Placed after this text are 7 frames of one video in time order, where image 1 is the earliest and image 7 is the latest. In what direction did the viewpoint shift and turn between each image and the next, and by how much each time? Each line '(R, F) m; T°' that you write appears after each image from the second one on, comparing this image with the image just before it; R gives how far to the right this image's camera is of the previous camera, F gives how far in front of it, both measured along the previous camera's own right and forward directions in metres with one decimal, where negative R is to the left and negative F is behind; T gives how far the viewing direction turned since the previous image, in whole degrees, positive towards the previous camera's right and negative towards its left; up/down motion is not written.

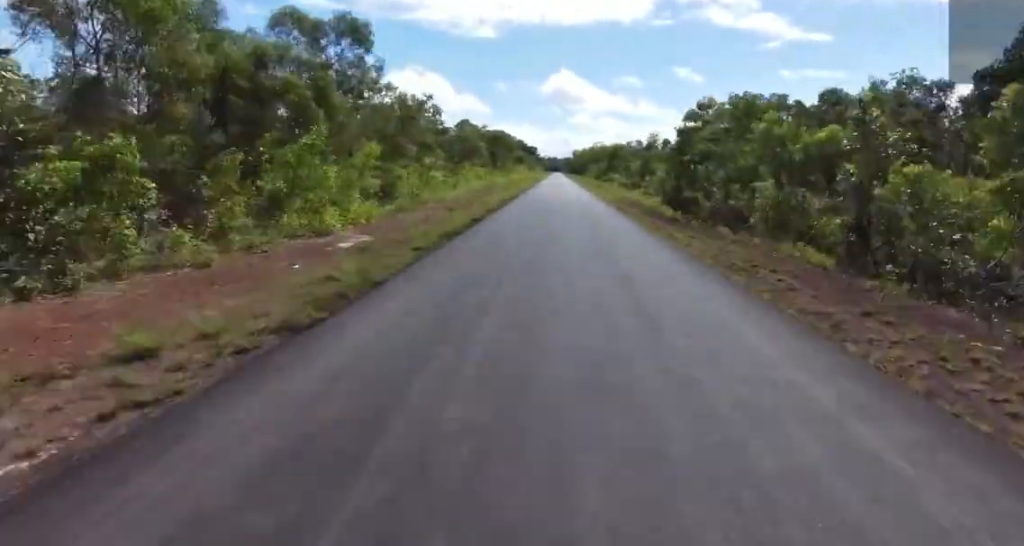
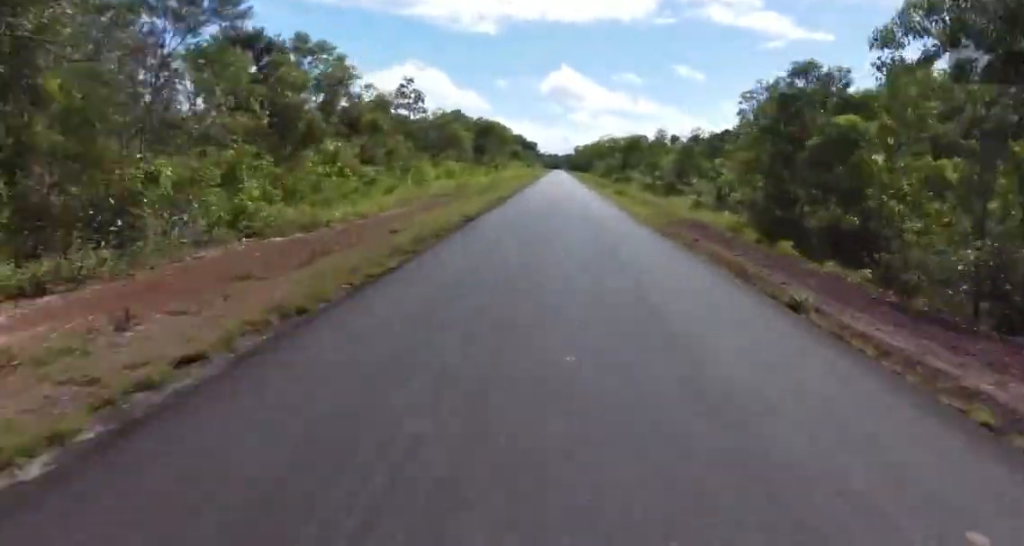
(+0.1, +18.6) m; -1°
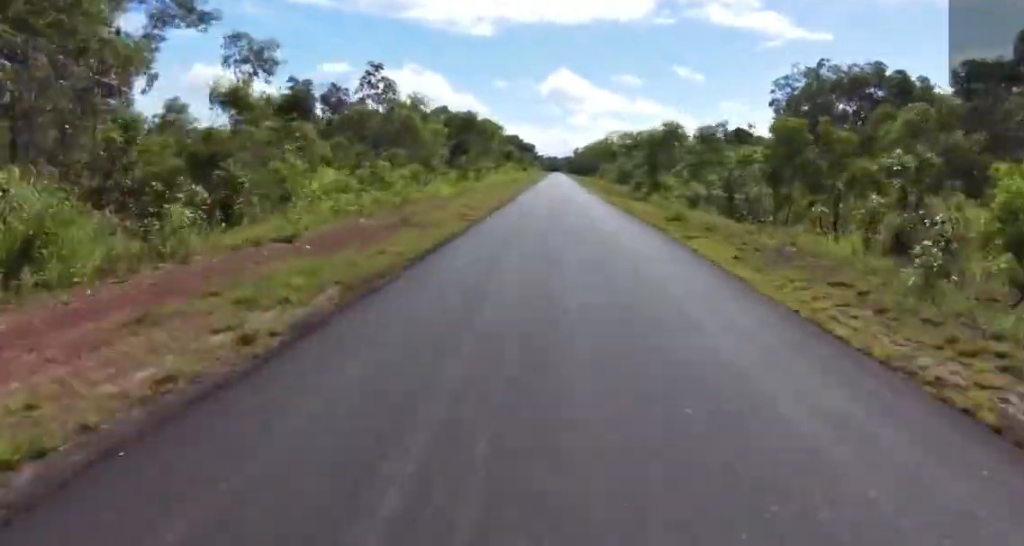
(-1.3, +19.3) m; -2°
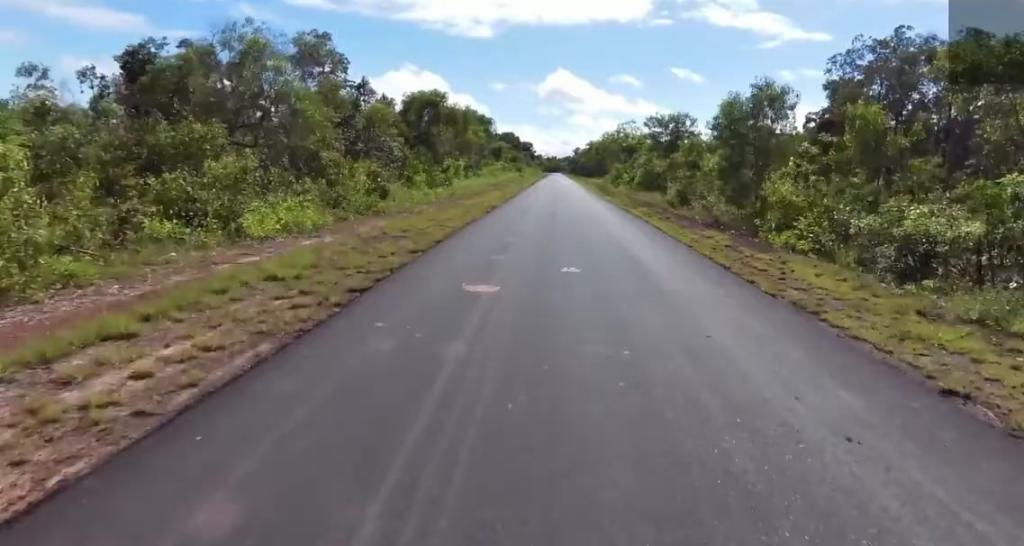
(+0.4, +22.5) m; +1°
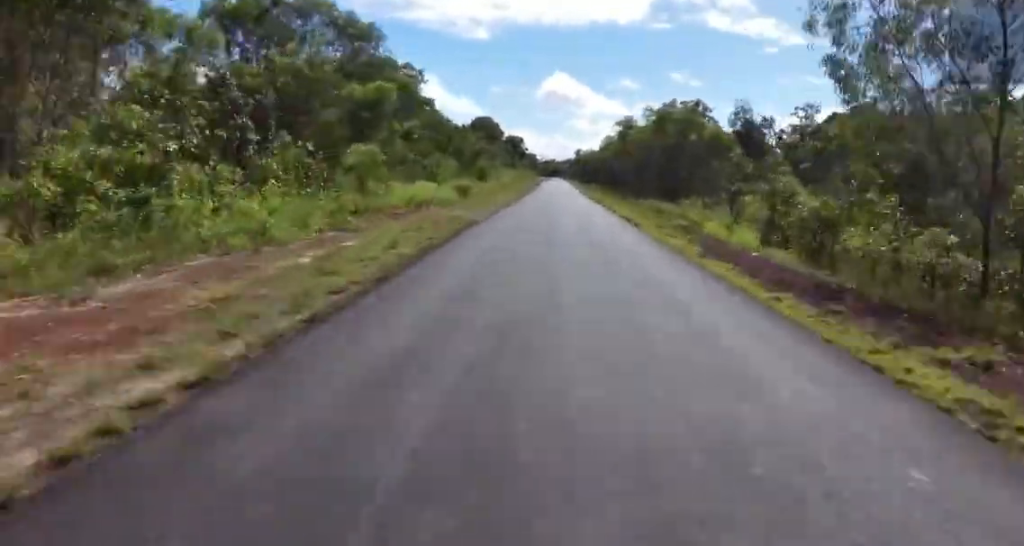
(+0.6, +71.4) m; -1°
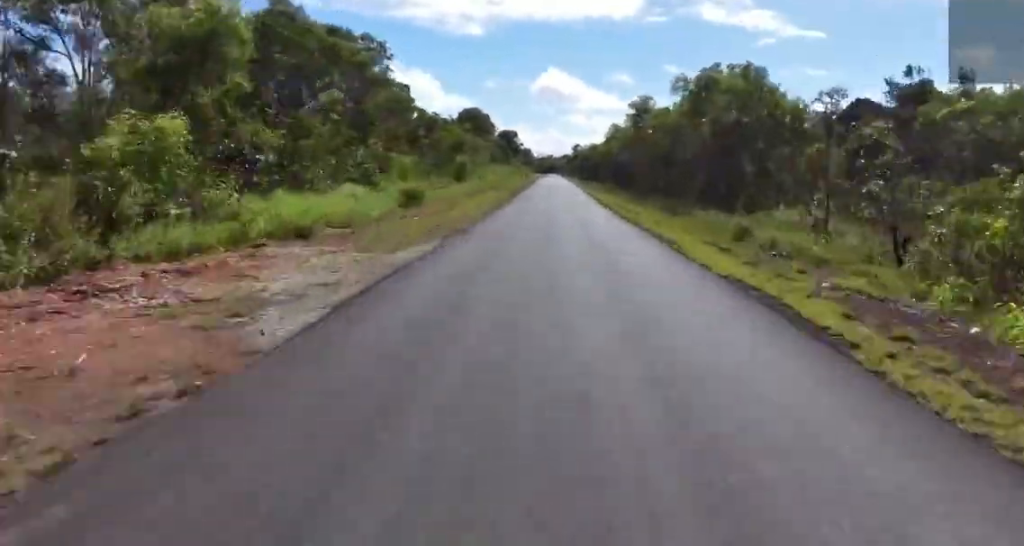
(0.0, +14.4) m; 0°
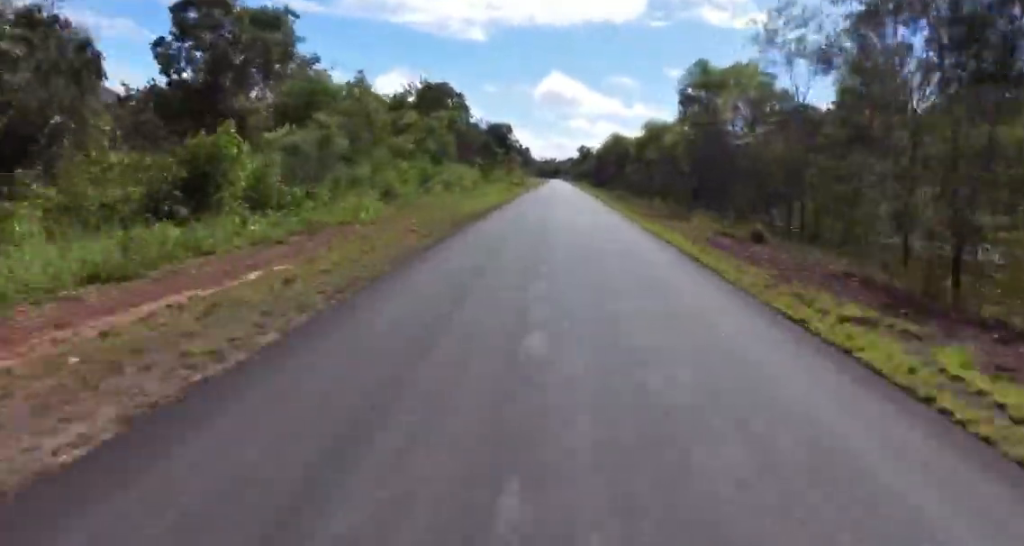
(0.0, +42.1) m; 0°
